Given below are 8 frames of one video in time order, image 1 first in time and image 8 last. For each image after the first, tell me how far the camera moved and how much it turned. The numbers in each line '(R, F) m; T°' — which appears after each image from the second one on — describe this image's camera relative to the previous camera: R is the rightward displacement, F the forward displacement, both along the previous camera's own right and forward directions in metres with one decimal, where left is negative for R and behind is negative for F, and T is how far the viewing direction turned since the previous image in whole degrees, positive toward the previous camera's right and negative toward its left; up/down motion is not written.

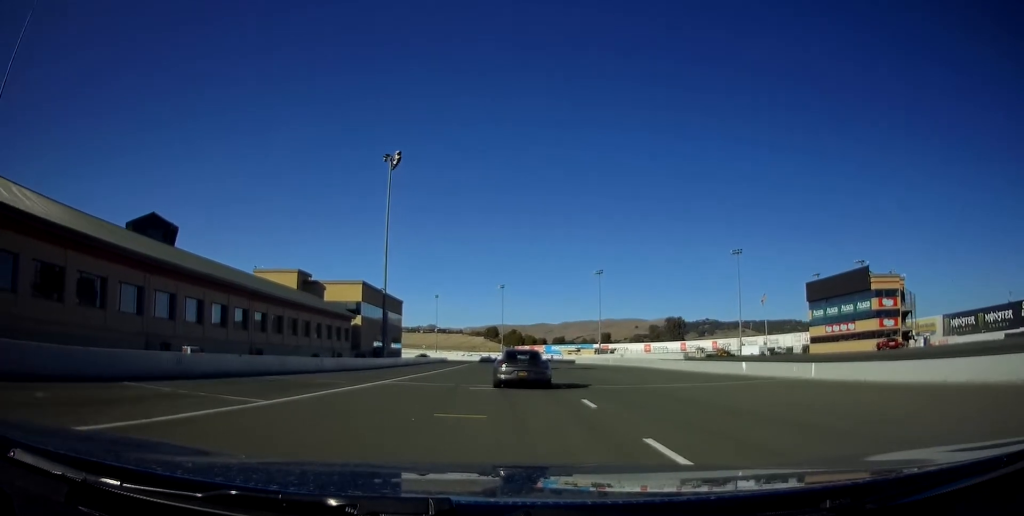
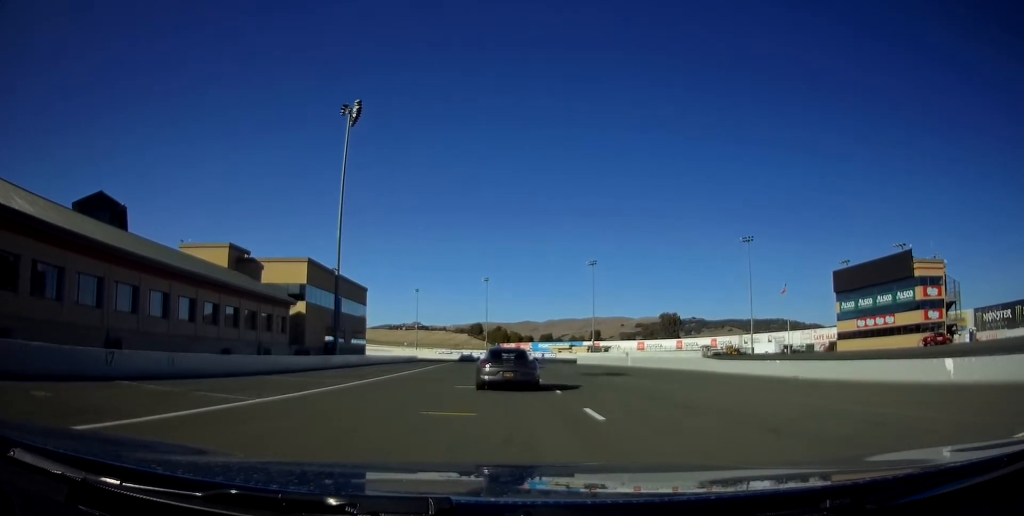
(+0.2, +17.3) m; +1°
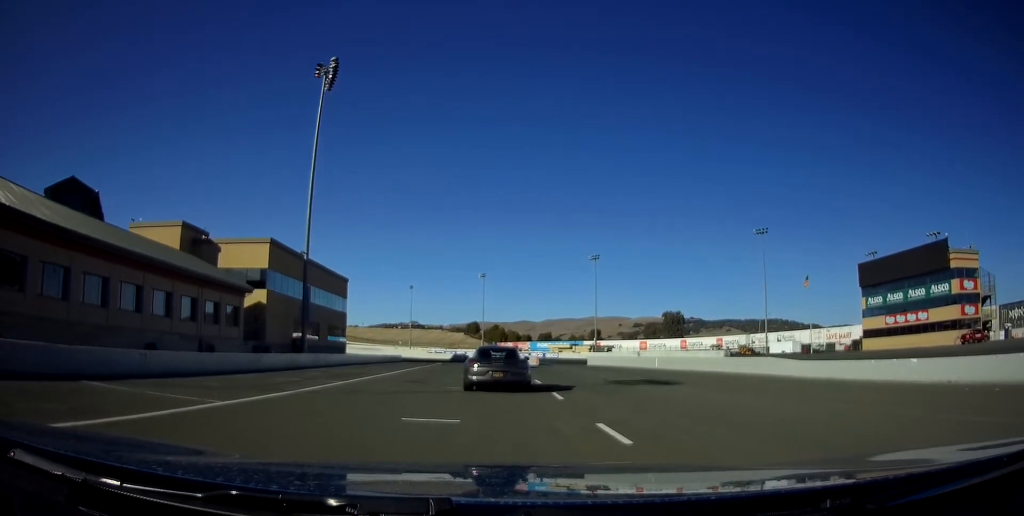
(0.0, +10.1) m; 0°
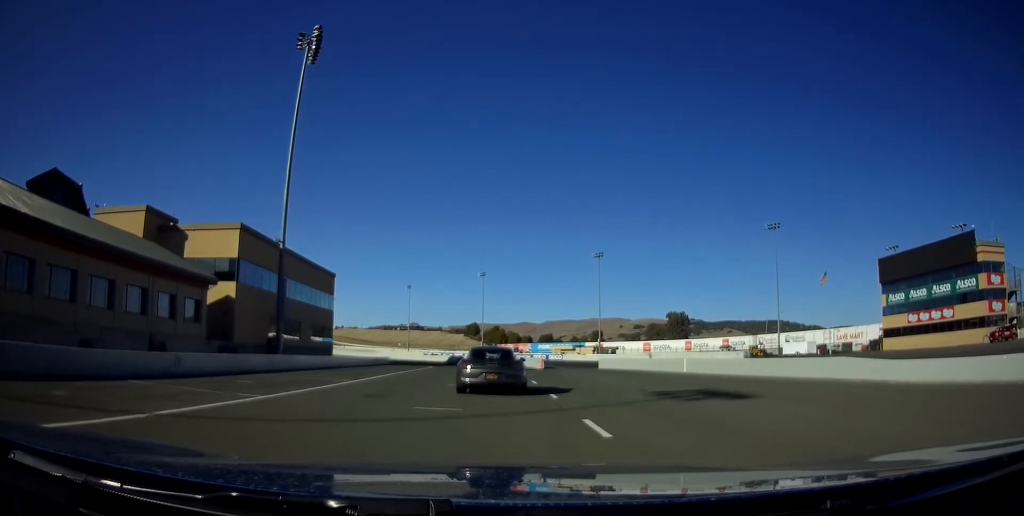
(+0.1, +6.6) m; 0°
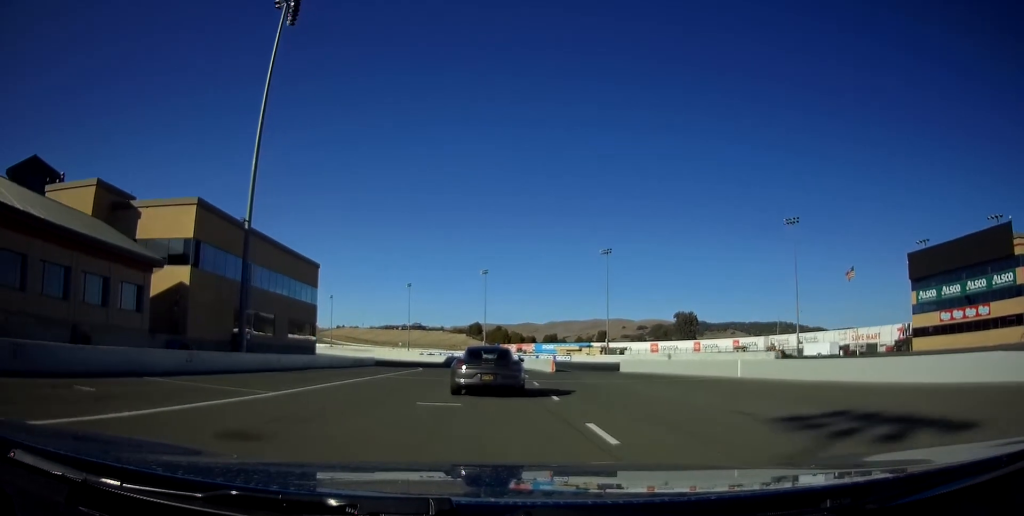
(-0.1, +8.0) m; 0°
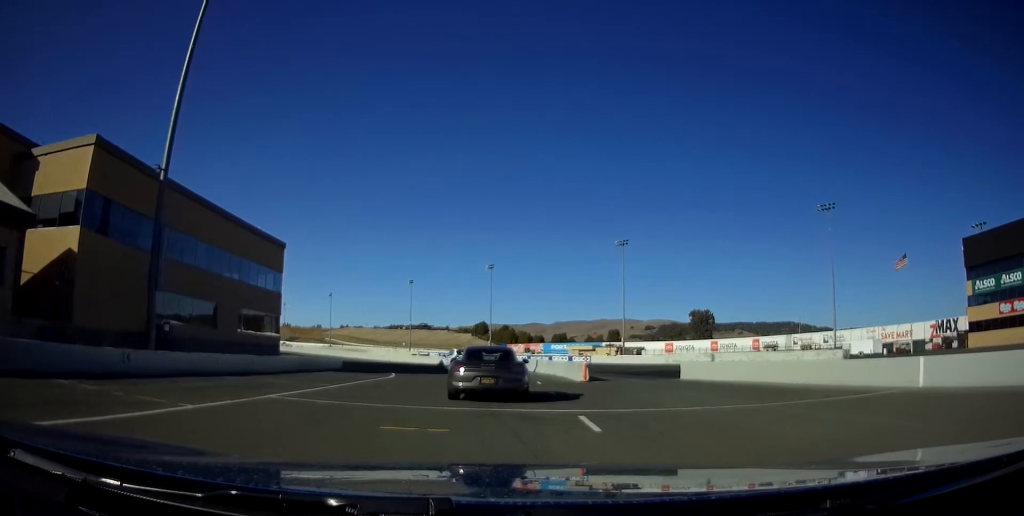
(0.0, +13.1) m; +1°
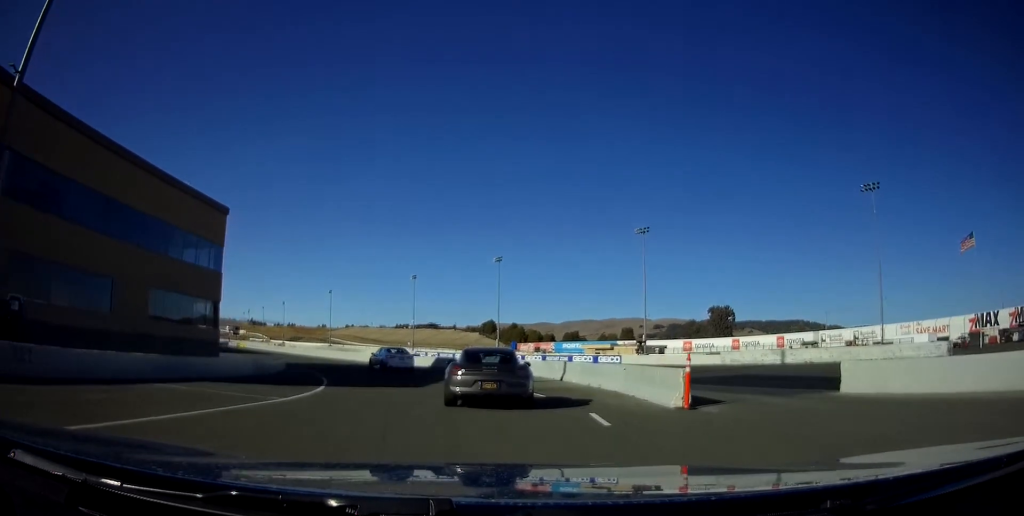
(+0.2, +14.0) m; 0°
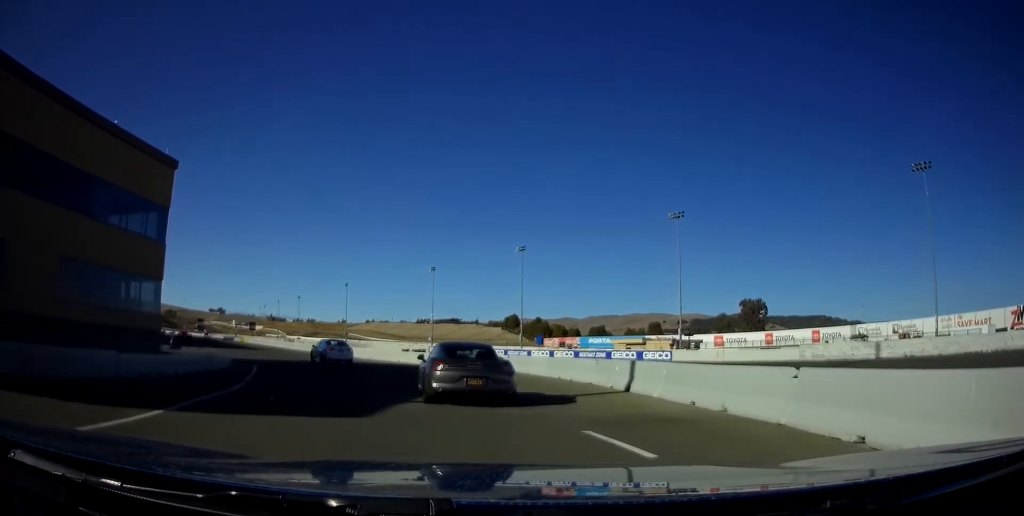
(-0.2, +10.8) m; -3°
